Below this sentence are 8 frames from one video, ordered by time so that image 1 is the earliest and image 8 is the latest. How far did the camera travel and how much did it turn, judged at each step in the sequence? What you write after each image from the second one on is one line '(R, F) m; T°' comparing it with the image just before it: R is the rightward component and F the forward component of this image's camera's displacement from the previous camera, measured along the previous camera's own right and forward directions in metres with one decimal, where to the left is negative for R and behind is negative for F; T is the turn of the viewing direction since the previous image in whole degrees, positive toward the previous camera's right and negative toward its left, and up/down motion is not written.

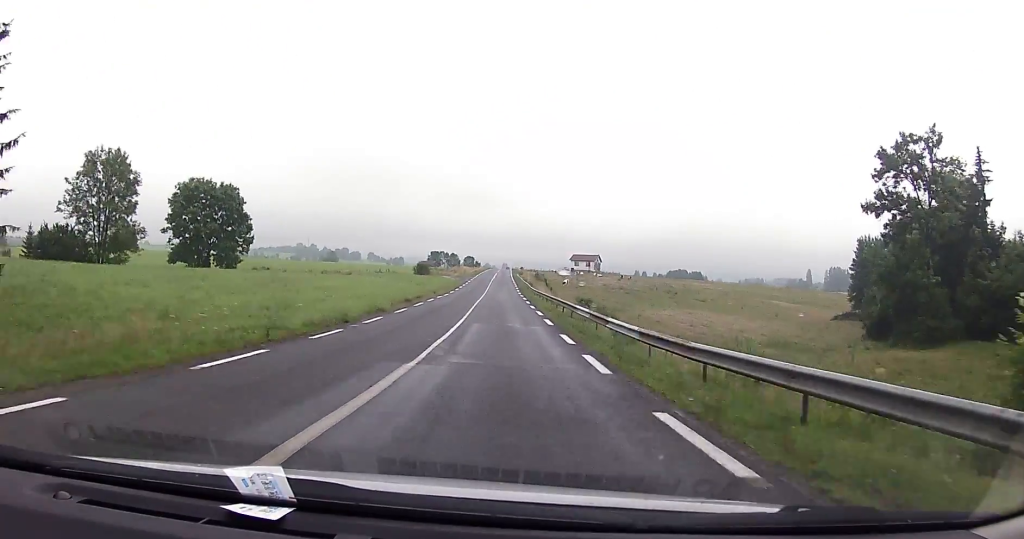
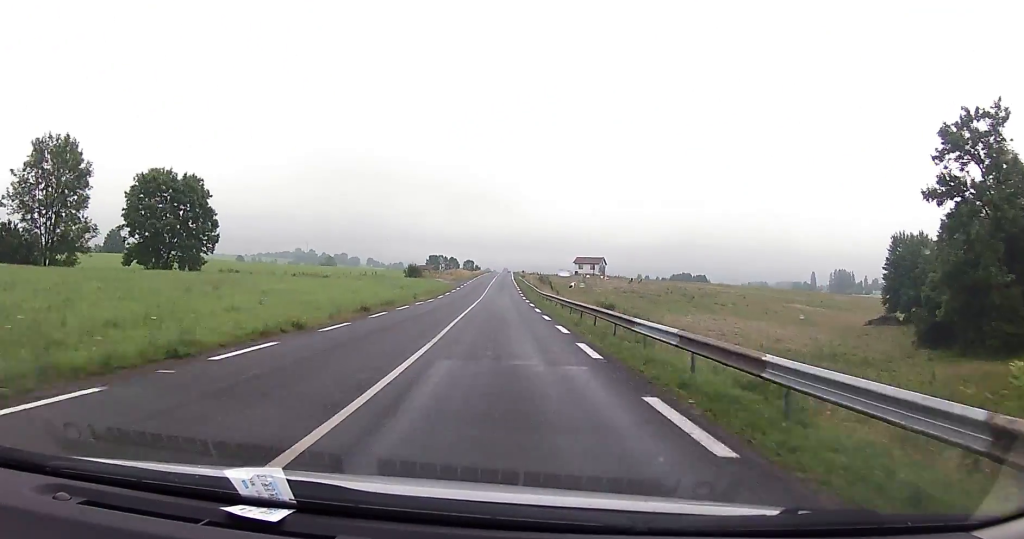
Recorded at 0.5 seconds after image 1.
(0.0, +12.3) m; -2°
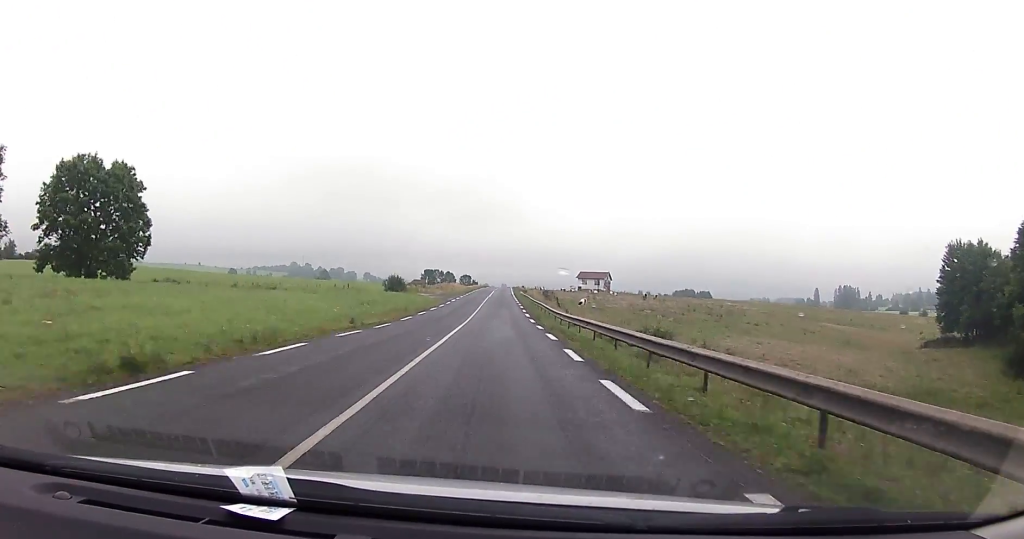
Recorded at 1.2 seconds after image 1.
(-0.4, +17.2) m; -1°
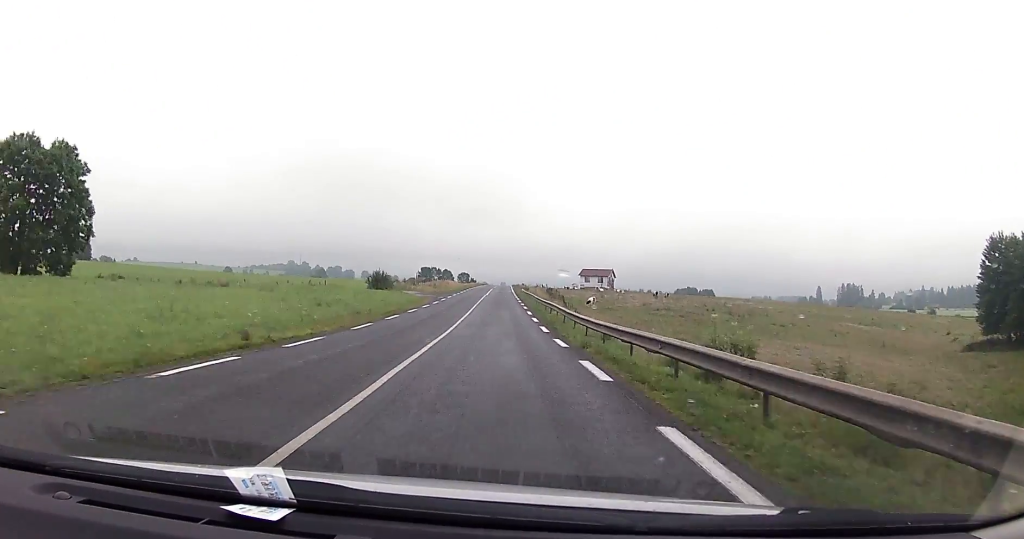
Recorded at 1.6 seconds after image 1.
(-0.4, +10.6) m; 0°
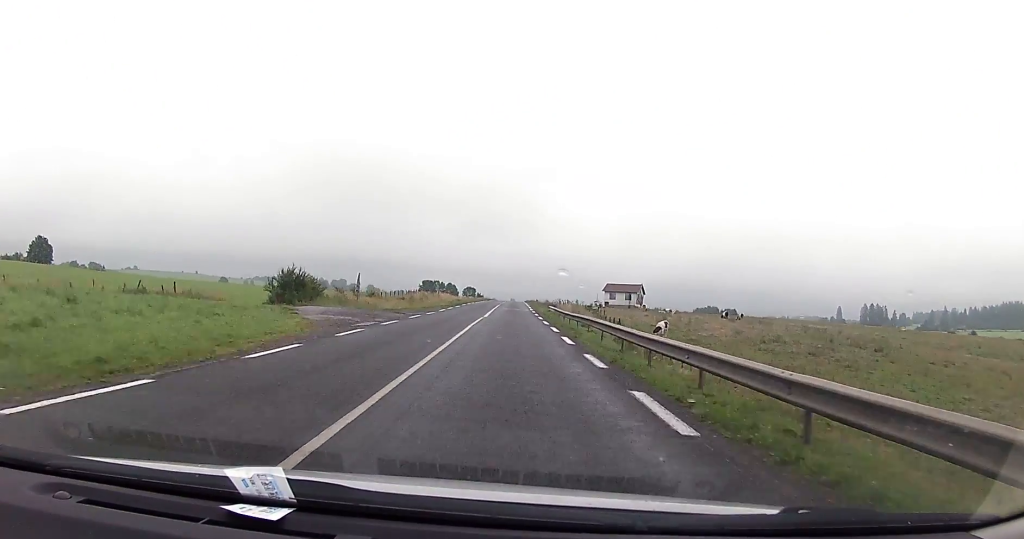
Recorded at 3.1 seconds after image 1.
(+0.4, +36.5) m; 0°
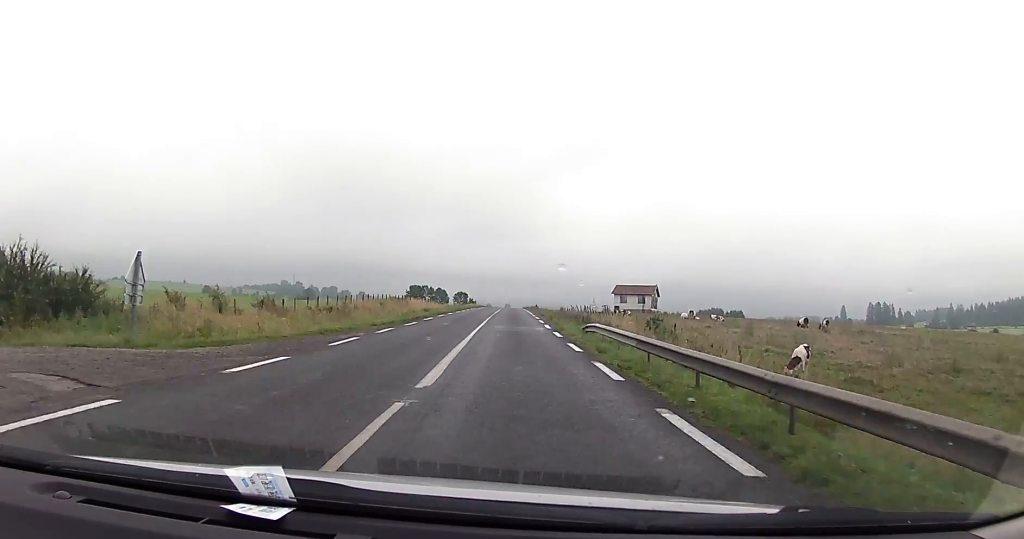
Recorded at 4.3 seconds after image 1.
(-0.3, +27.2) m; 0°
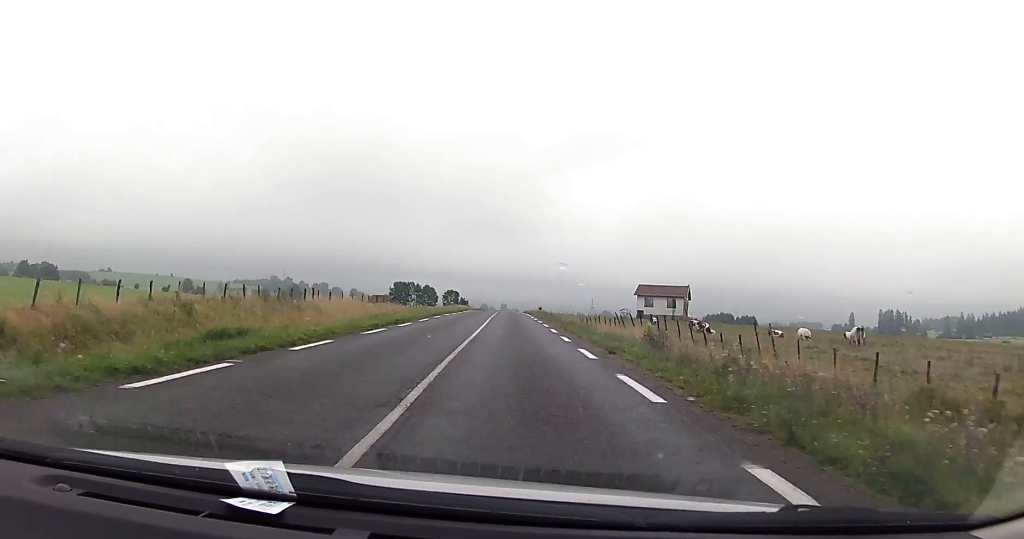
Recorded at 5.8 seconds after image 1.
(+0.1, +35.4) m; +2°
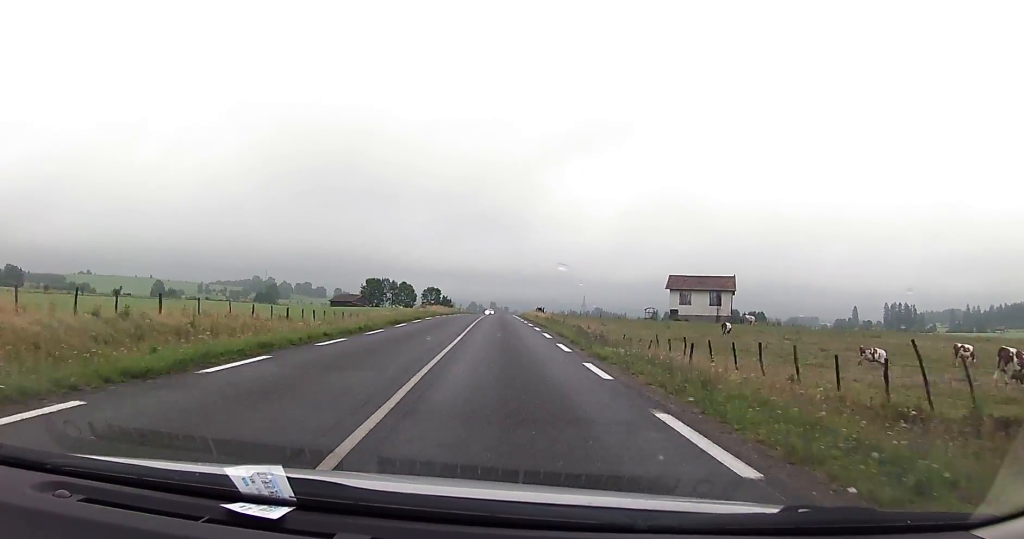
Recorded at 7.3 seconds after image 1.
(+1.5, +36.3) m; +3°
